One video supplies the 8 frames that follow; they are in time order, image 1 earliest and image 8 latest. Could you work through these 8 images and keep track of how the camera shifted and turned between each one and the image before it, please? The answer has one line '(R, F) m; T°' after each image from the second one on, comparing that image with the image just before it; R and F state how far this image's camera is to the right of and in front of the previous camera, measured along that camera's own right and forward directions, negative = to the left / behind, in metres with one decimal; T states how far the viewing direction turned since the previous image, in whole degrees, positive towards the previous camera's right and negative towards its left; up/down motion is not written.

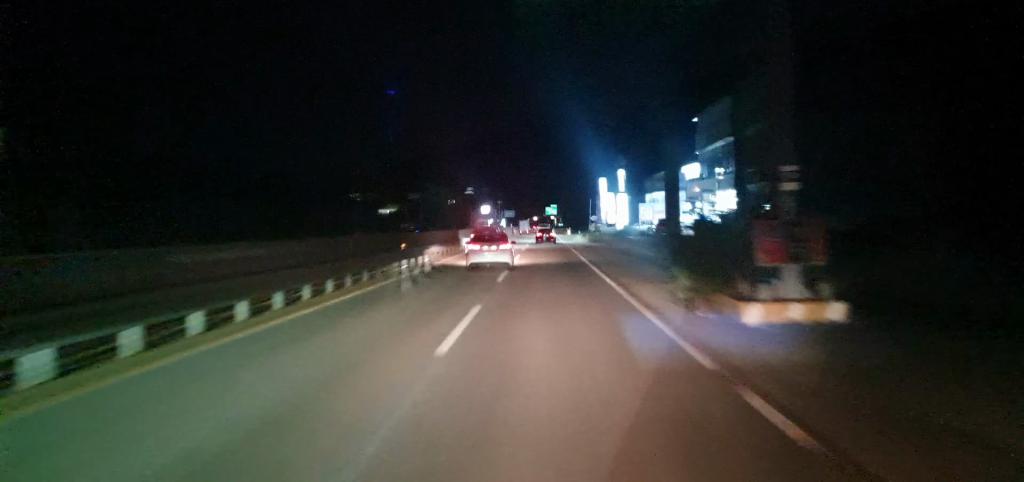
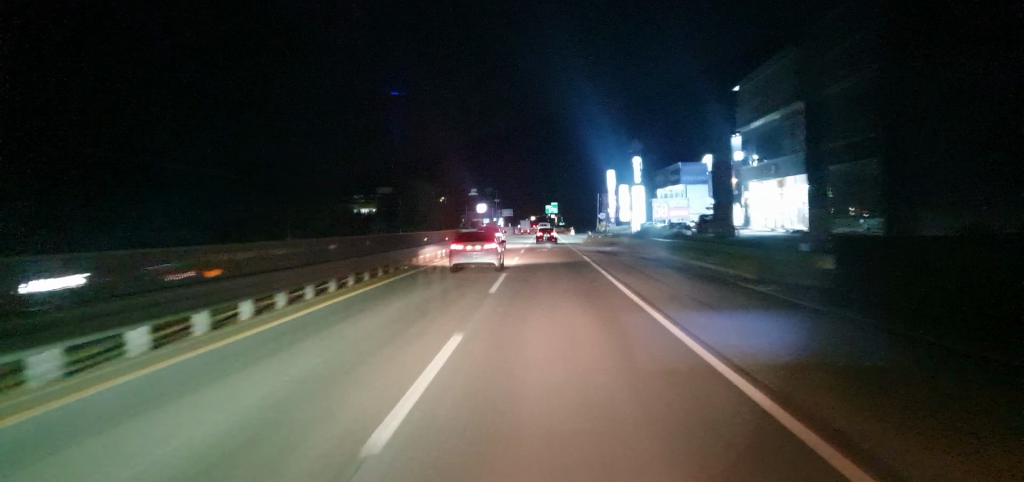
(-0.2, +18.2) m; +1°
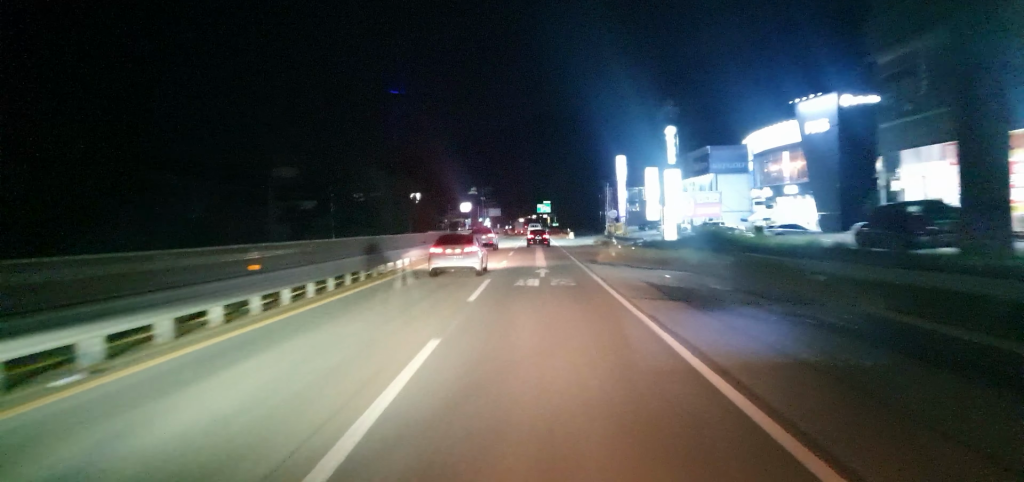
(+0.7, +28.8) m; +1°
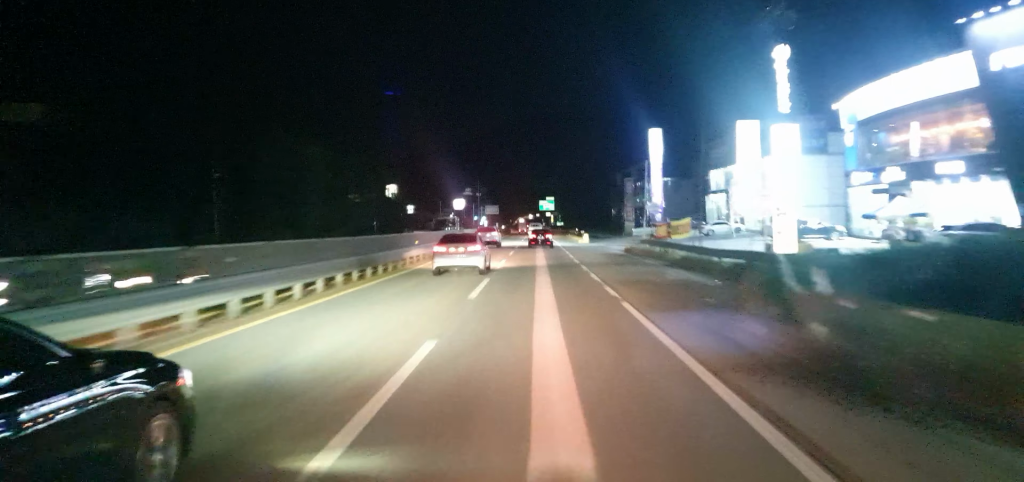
(-0.2, +27.1) m; -2°
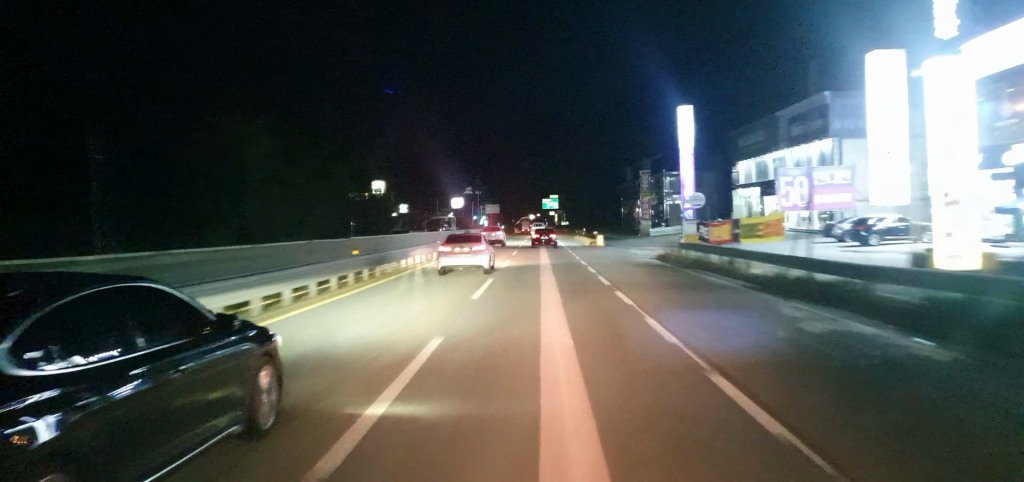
(-0.4, +13.2) m; 0°
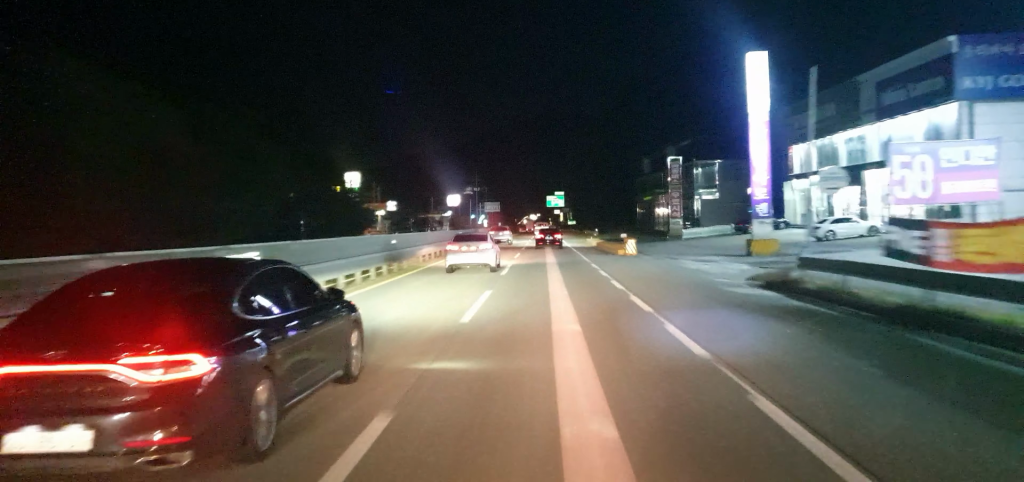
(+0.4, +18.1) m; 0°
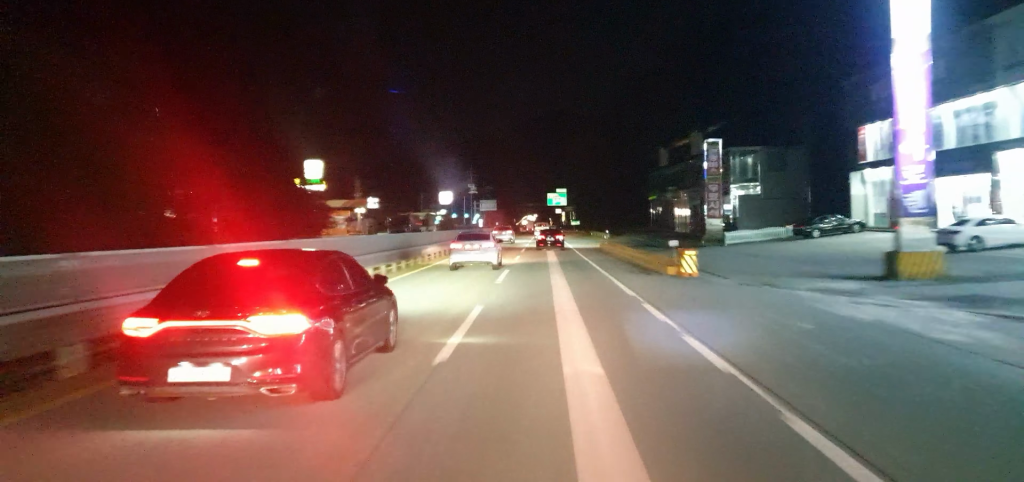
(-0.3, +16.7) m; -1°
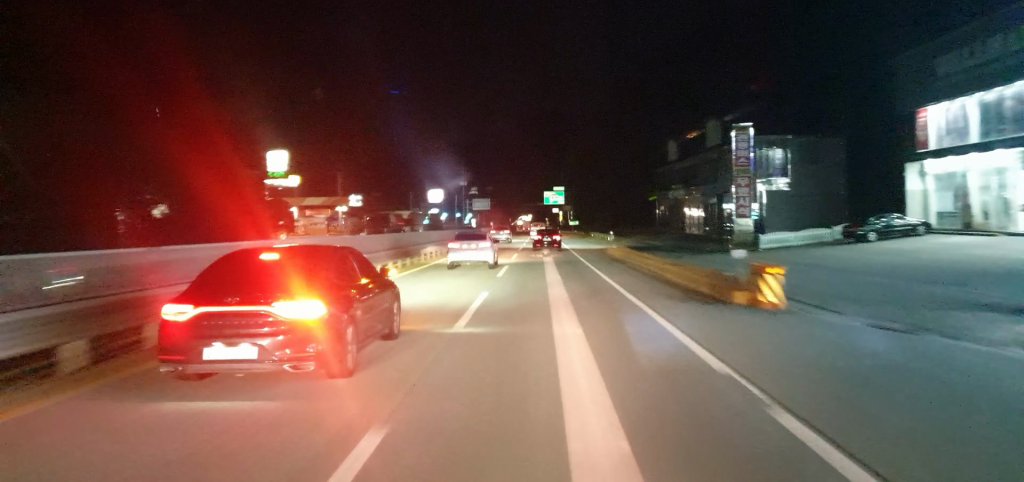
(-0.1, +10.4) m; 0°
